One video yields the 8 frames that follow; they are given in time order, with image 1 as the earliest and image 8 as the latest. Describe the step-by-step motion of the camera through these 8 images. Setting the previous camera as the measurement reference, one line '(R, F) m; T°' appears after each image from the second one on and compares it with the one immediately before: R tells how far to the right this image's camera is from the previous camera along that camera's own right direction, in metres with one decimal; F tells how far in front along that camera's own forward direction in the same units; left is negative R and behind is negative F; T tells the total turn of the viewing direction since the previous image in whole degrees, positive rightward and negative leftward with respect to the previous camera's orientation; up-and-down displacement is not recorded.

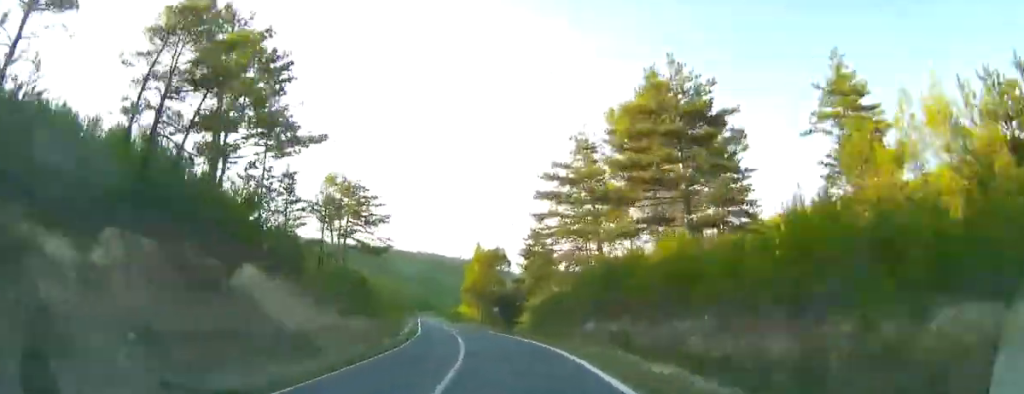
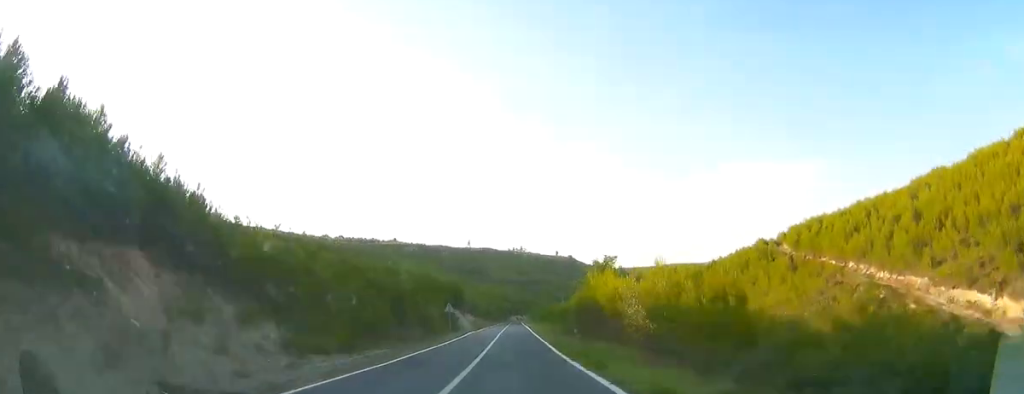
(-9.3, +87.3) m; -9°
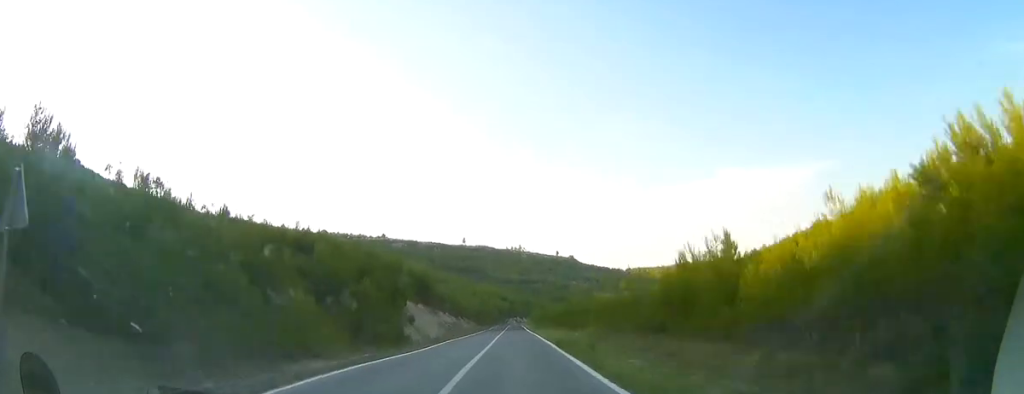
(-0.7, +40.3) m; -1°
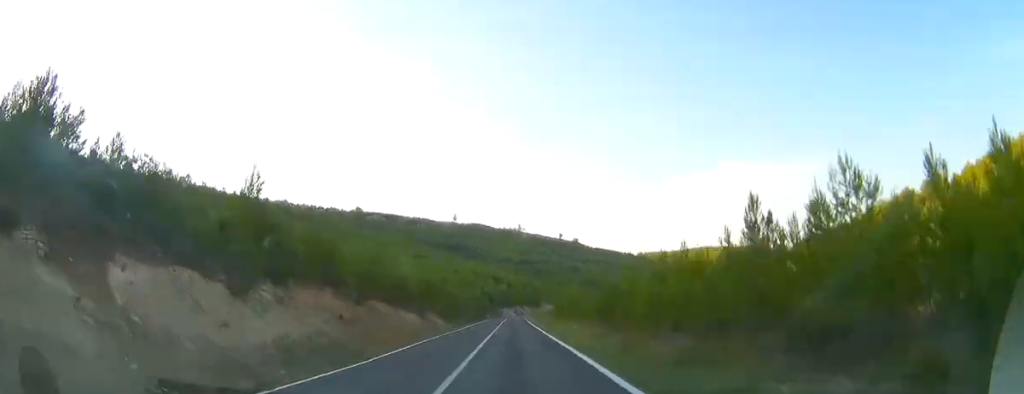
(-0.2, +78.2) m; 0°
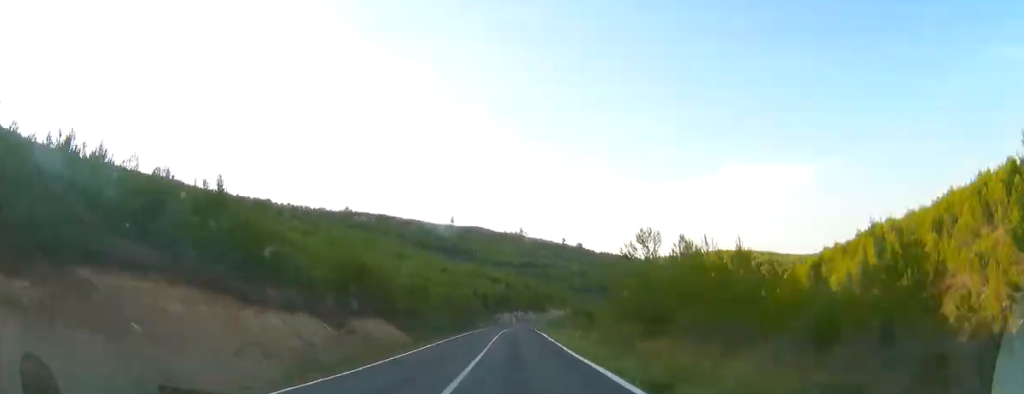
(-0.2, +29.5) m; 0°
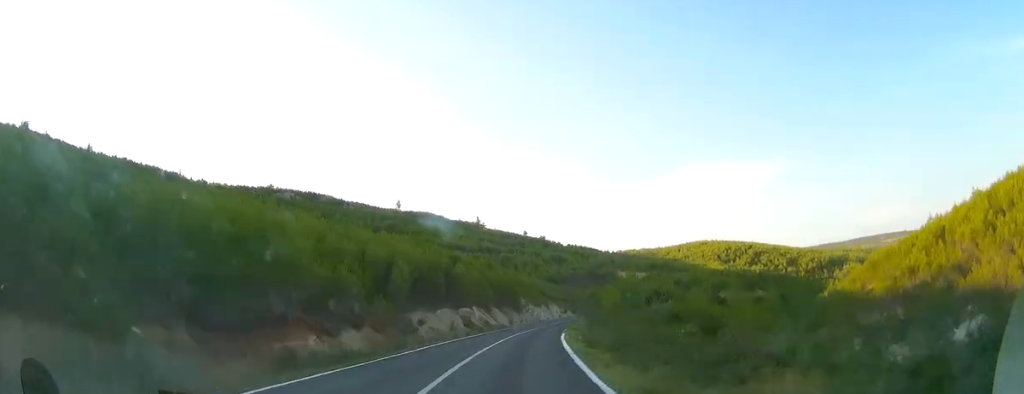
(+0.7, +68.1) m; +4°
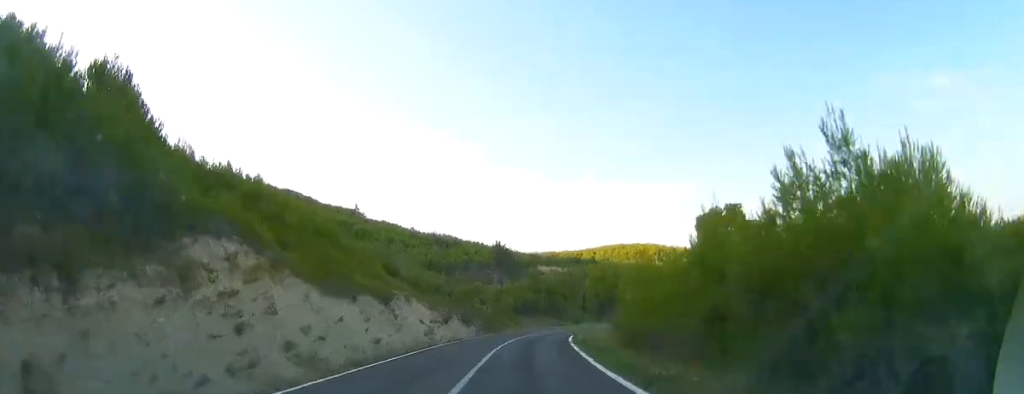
(+6.6, +76.0) m; +10°
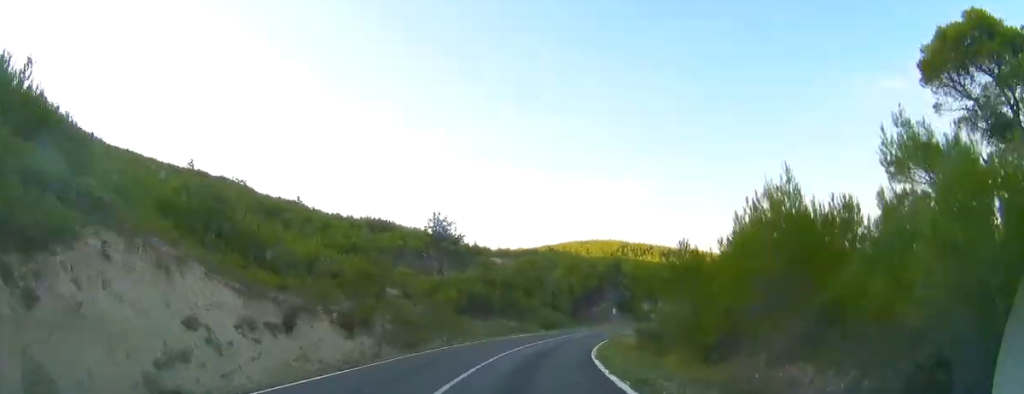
(+0.1, +28.7) m; +5°
